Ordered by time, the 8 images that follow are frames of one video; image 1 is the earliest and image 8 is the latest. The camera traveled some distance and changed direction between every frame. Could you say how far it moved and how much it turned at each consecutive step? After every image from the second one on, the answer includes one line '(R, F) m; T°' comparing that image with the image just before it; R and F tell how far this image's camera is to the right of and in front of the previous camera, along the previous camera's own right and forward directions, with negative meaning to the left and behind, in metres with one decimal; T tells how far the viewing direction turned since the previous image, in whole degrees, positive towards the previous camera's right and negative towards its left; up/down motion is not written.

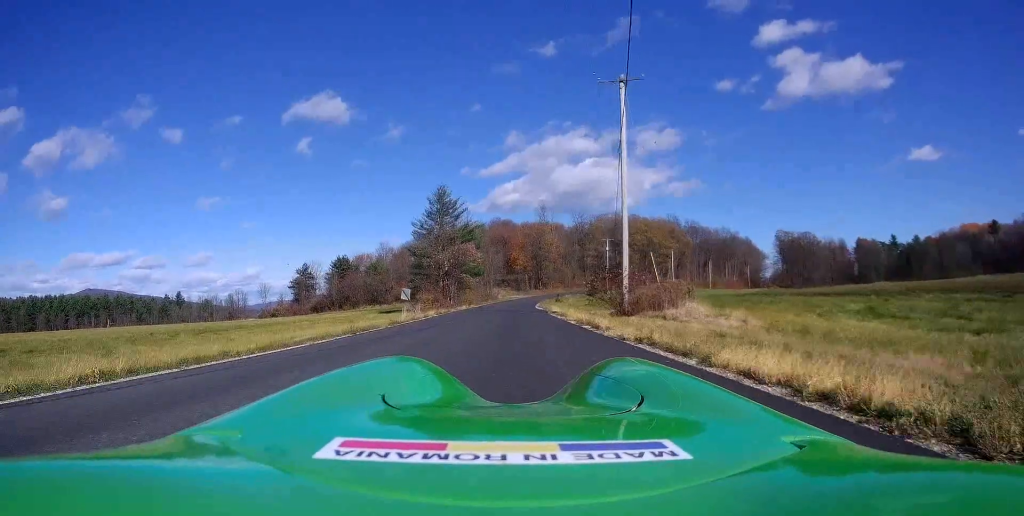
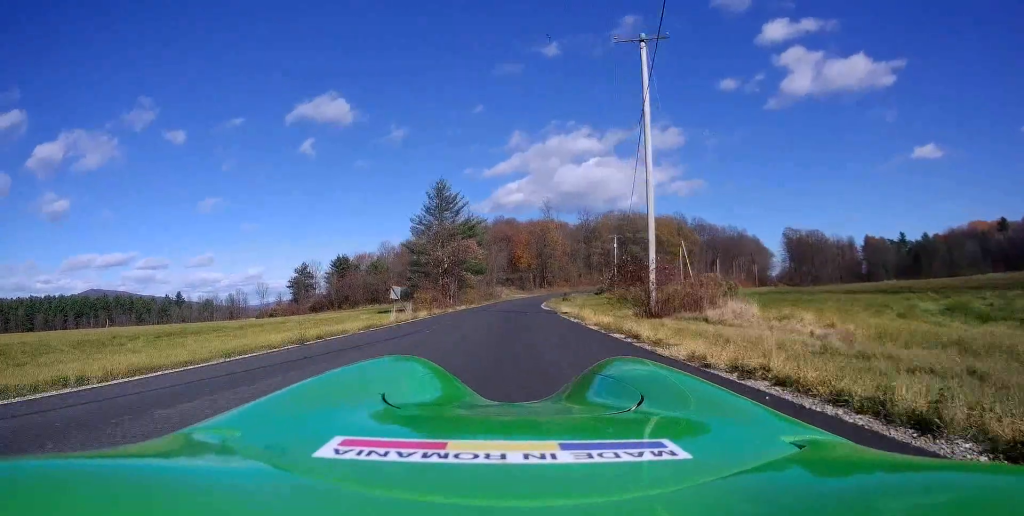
(0.0, +5.1) m; -2°
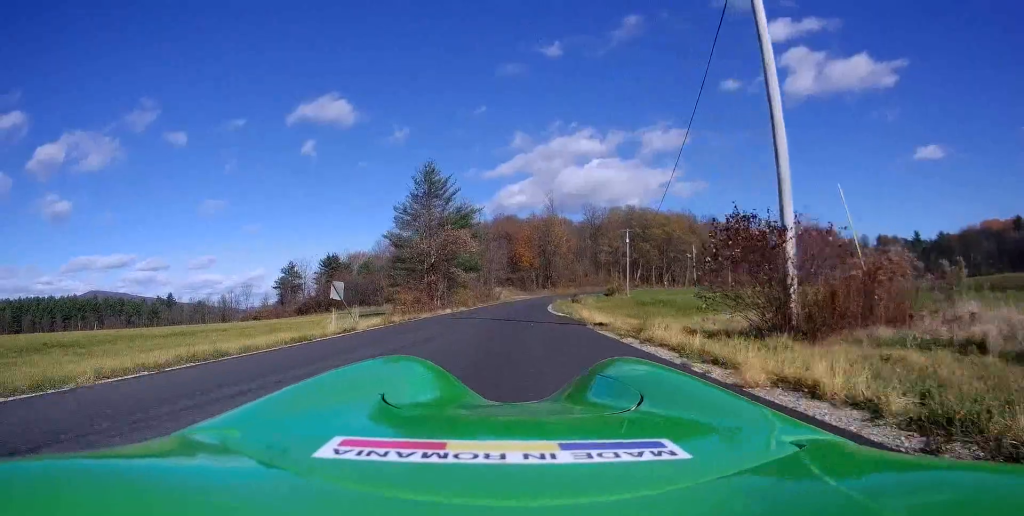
(-0.5, +12.1) m; -1°
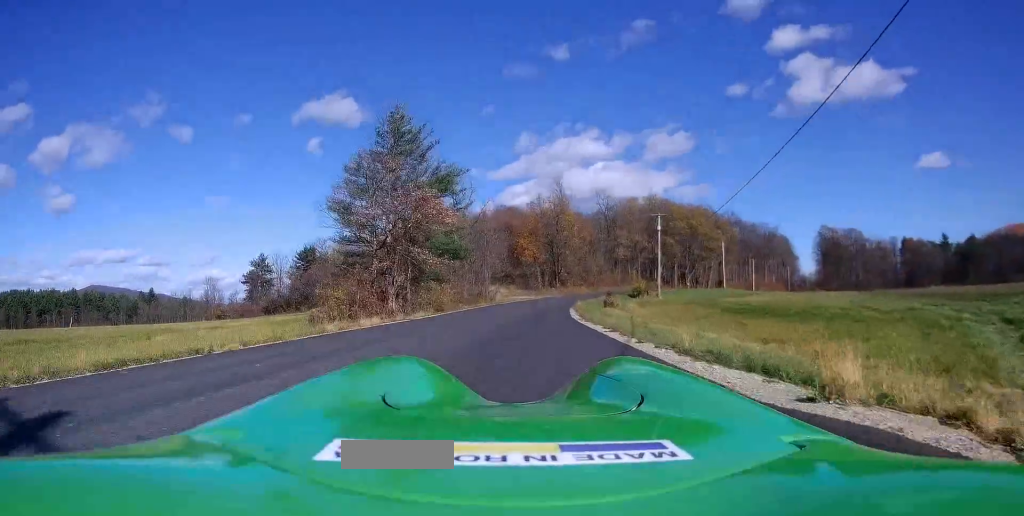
(+0.4, +22.5) m; -1°
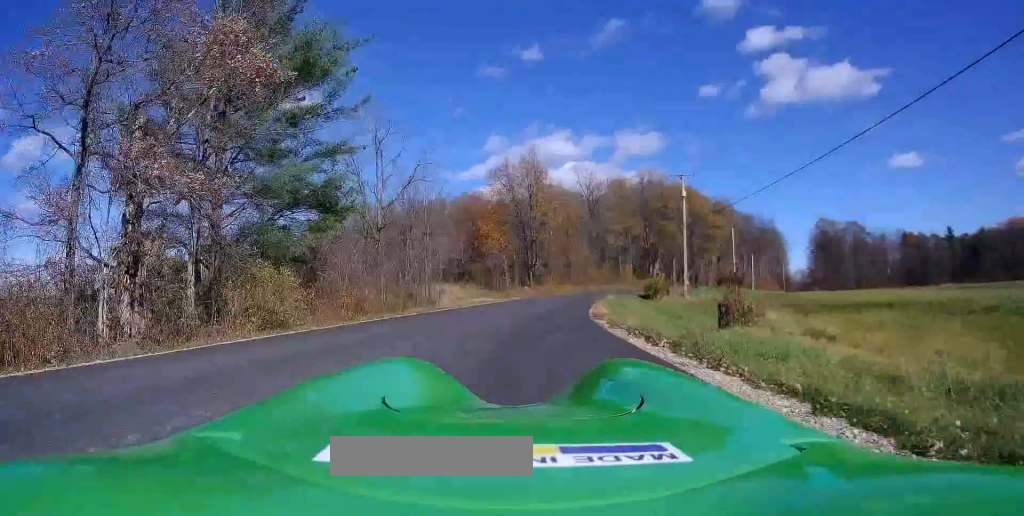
(-0.4, +26.6) m; +3°
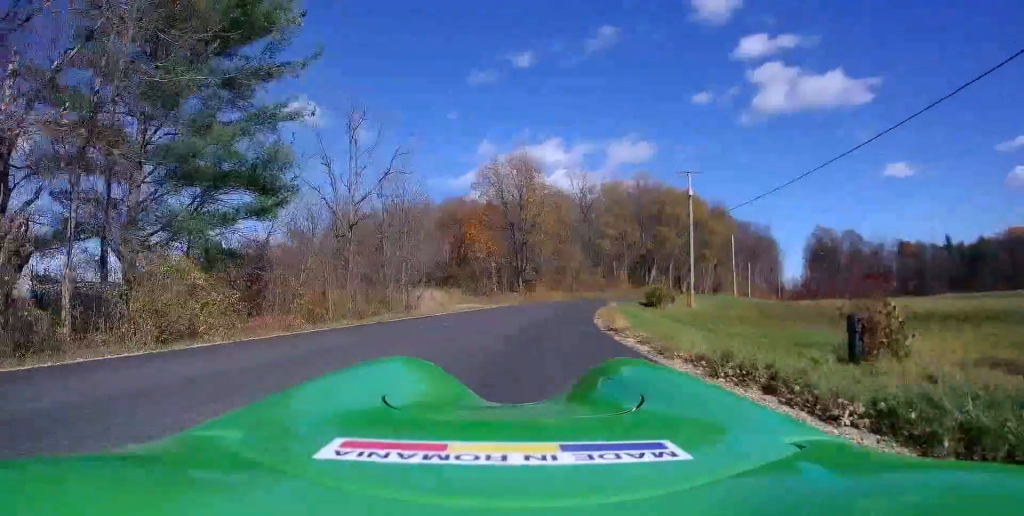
(+0.2, +5.3) m; +1°
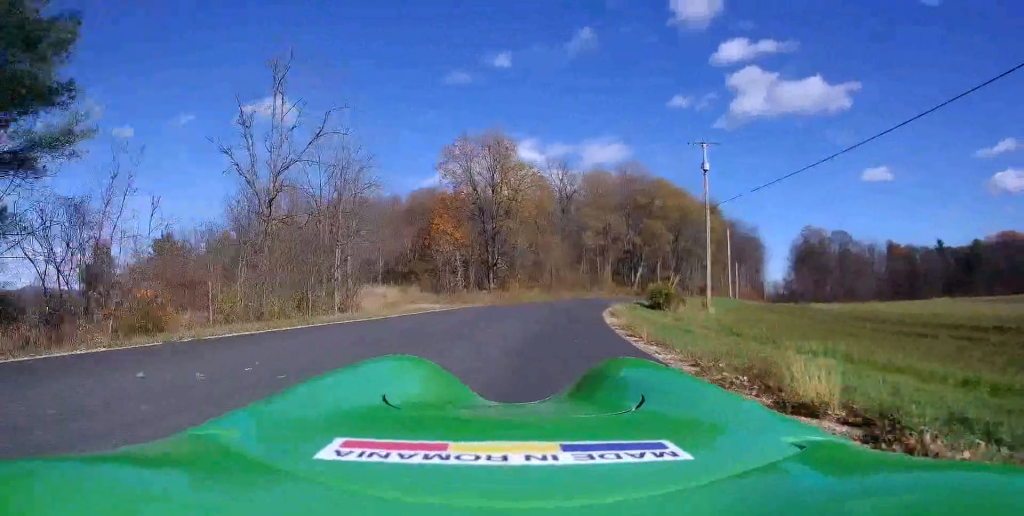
(+0.3, +10.9) m; +2°
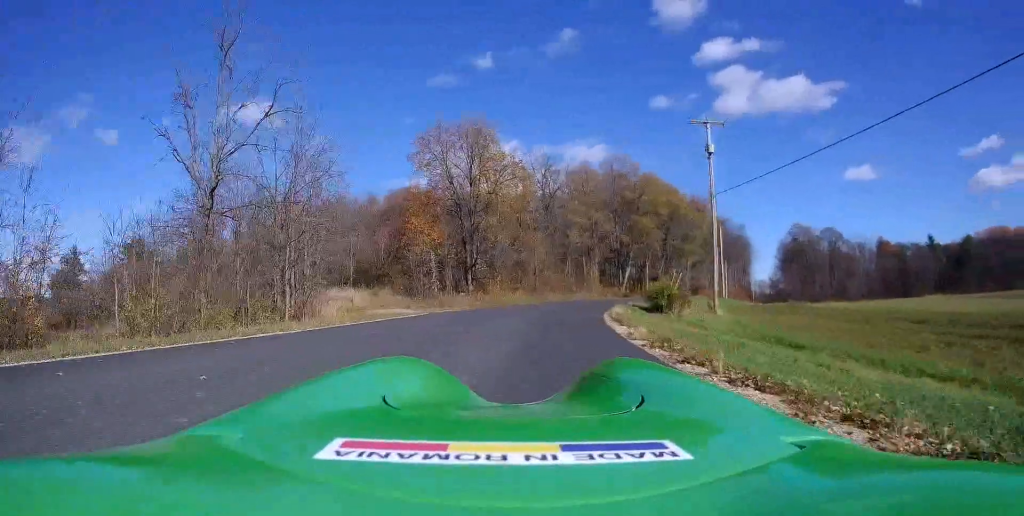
(-0.2, +4.7) m; +1°
